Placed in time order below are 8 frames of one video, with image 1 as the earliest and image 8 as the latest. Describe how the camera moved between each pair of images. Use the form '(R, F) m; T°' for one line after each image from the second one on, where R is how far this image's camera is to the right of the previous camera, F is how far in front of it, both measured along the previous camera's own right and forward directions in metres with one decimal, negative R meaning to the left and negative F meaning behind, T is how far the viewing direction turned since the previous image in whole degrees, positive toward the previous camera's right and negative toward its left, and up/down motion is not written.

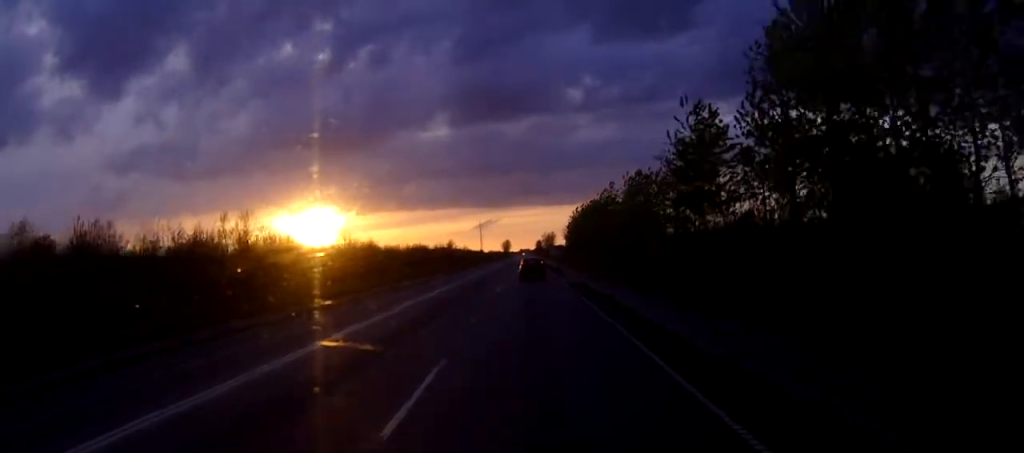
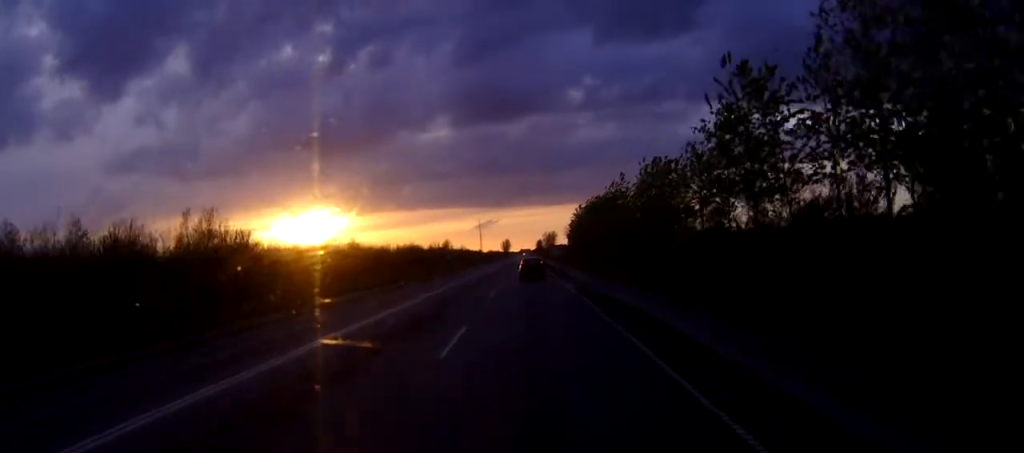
(0.0, +10.0) m; 0°
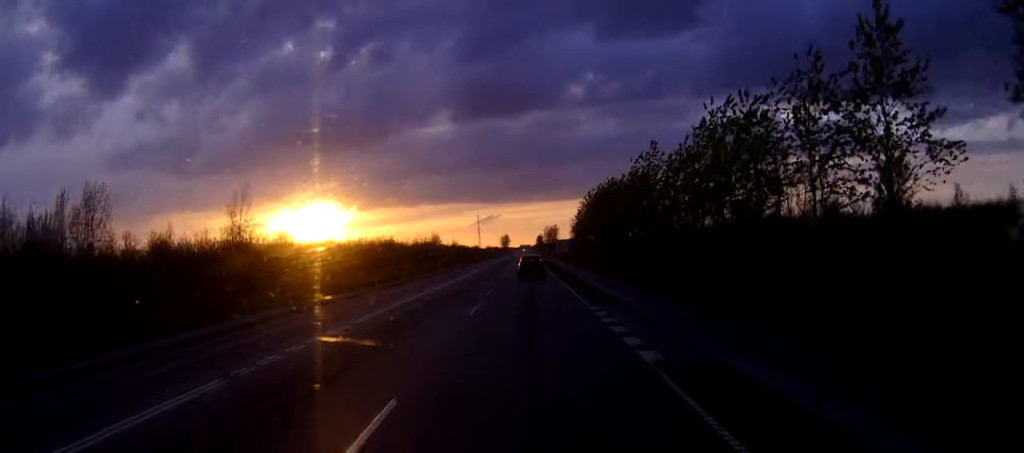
(-0.1, +23.0) m; -1°
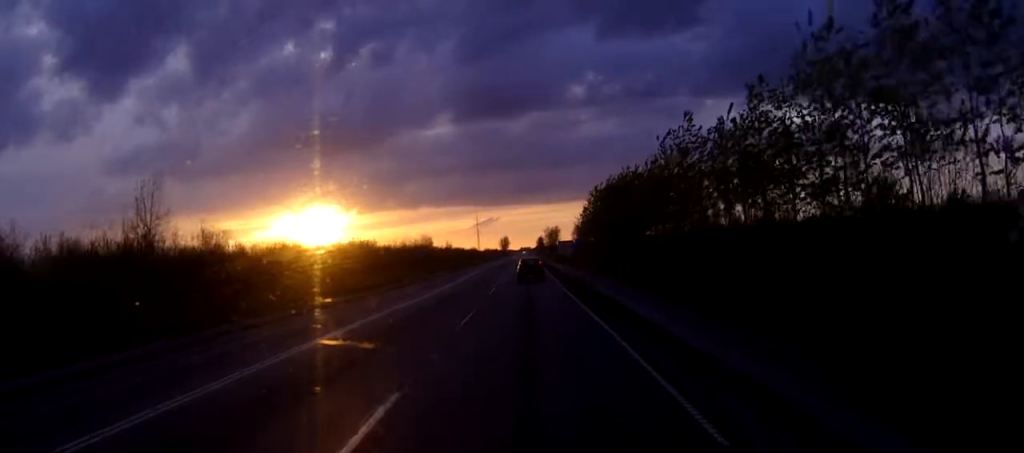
(-0.1, +14.2) m; 0°
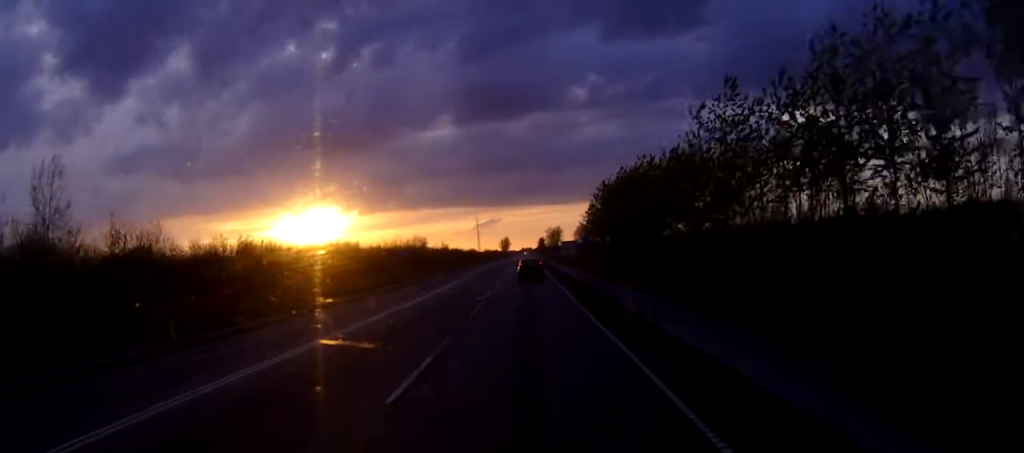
(0.0, +10.6) m; 0°
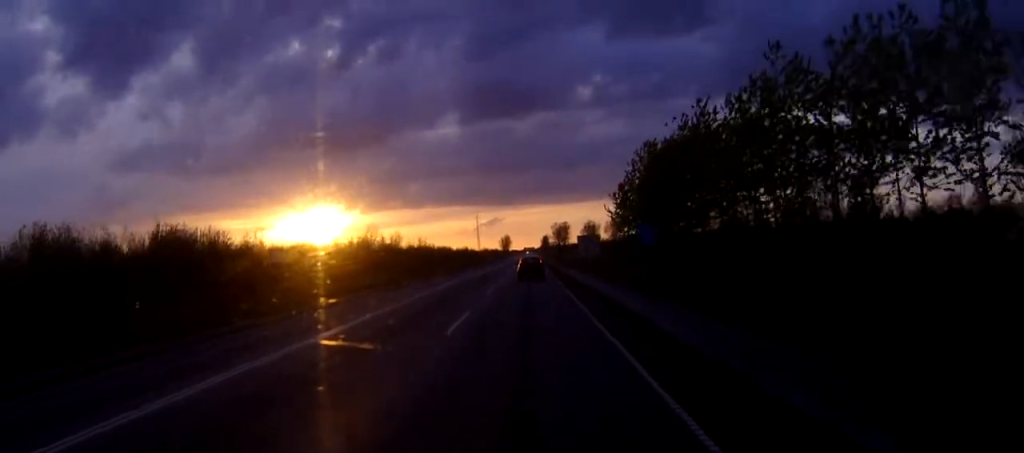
(0.0, +37.5) m; 0°
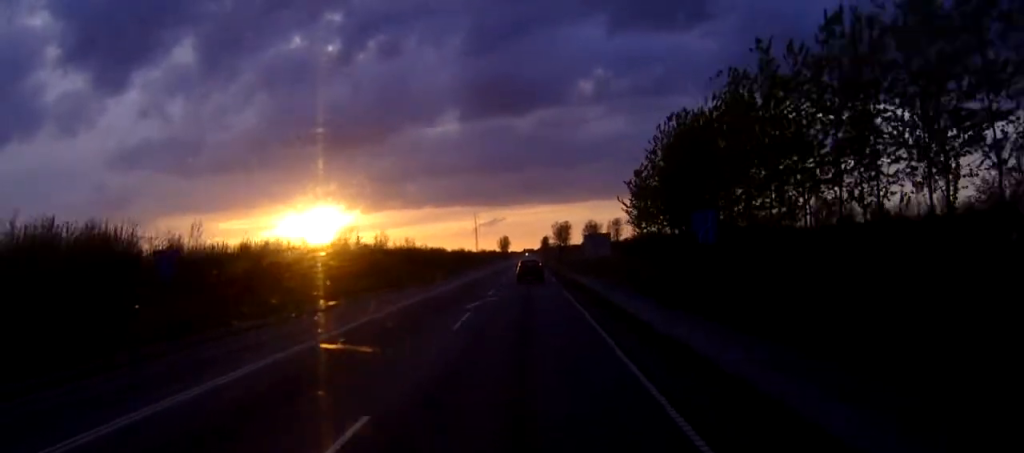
(0.0, +12.7) m; 0°
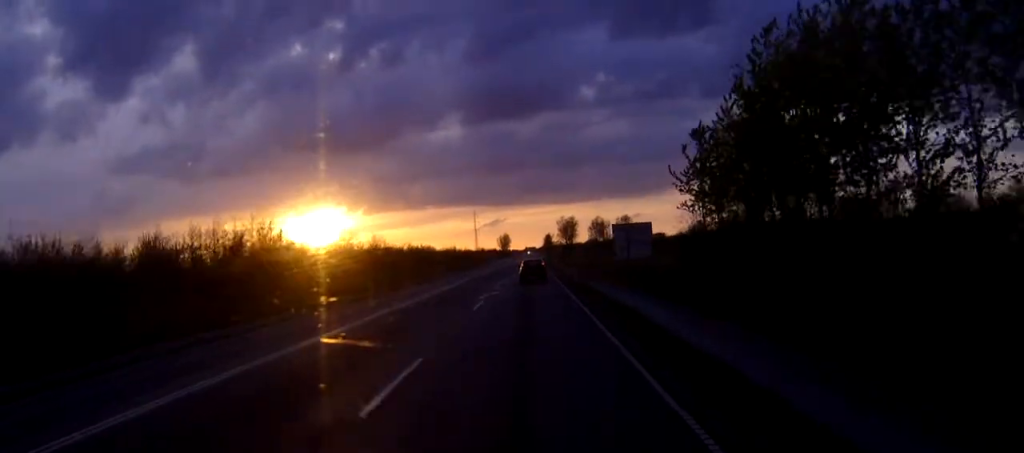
(0.0, +25.2) m; 0°
